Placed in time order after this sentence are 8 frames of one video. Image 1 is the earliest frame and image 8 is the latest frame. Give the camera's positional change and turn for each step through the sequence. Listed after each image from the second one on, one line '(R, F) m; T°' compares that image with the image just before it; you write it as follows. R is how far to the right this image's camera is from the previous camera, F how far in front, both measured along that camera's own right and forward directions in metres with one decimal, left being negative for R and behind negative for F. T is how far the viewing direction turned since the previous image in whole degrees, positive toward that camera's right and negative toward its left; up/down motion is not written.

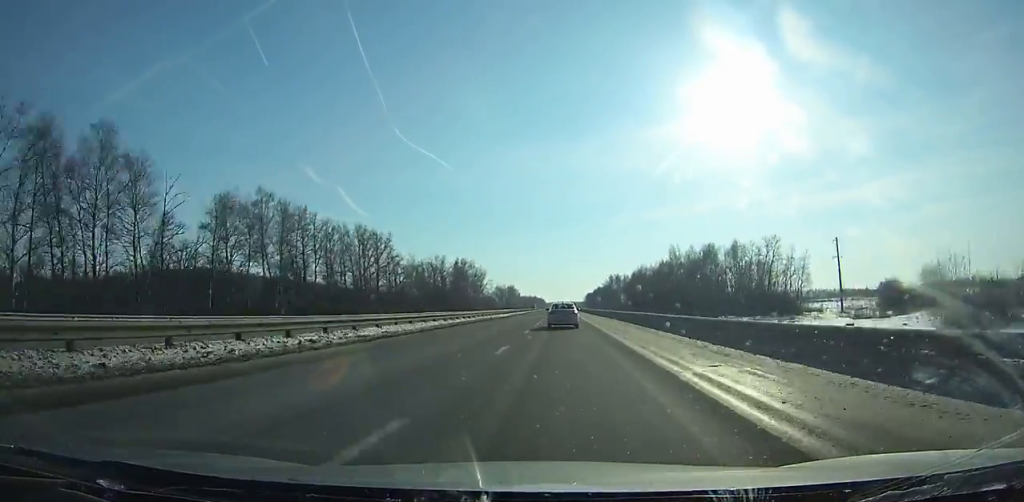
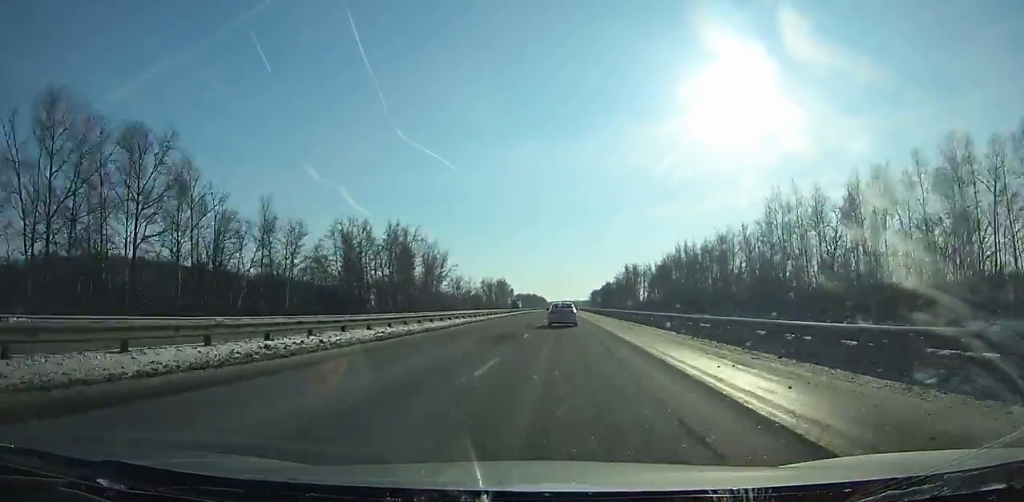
(-0.1, +77.2) m; 0°
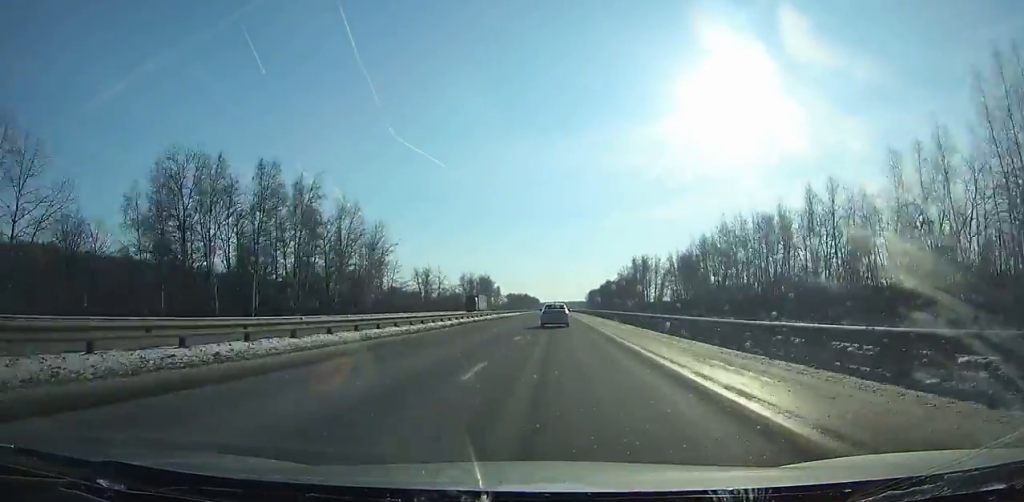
(0.0, +49.1) m; 0°
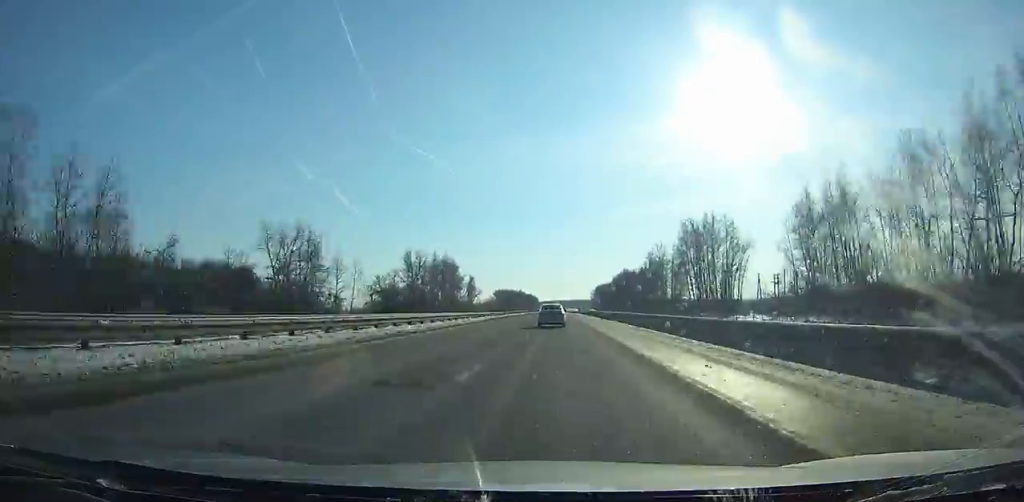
(+0.3, +97.0) m; 0°
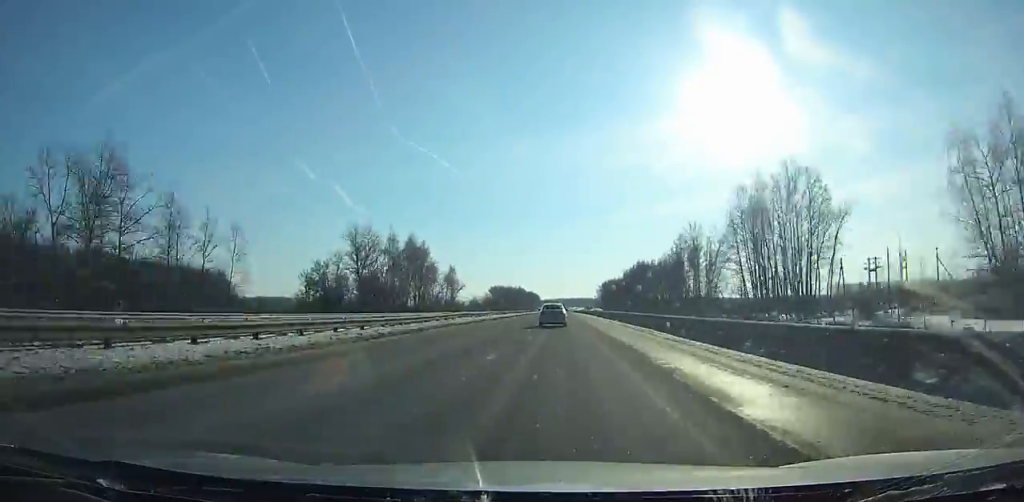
(0.0, +44.6) m; 0°
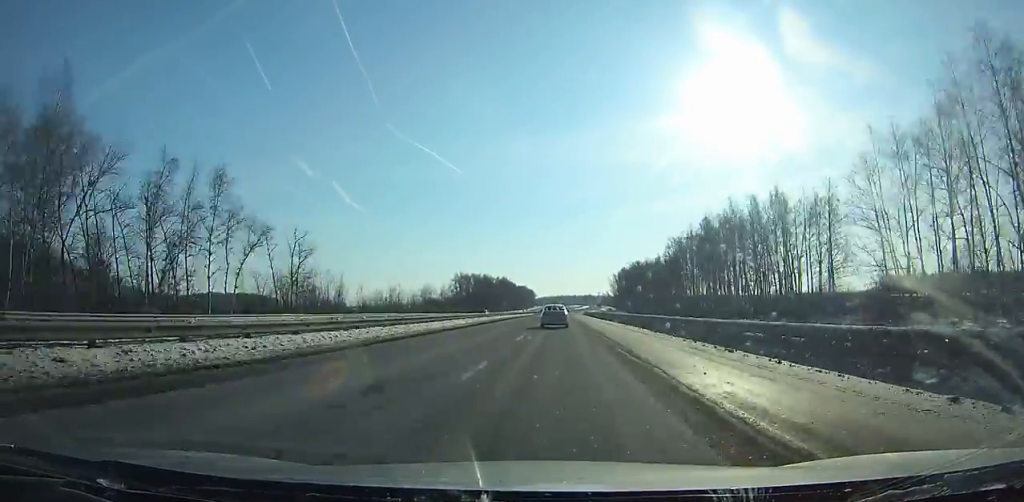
(+0.1, +123.1) m; 0°
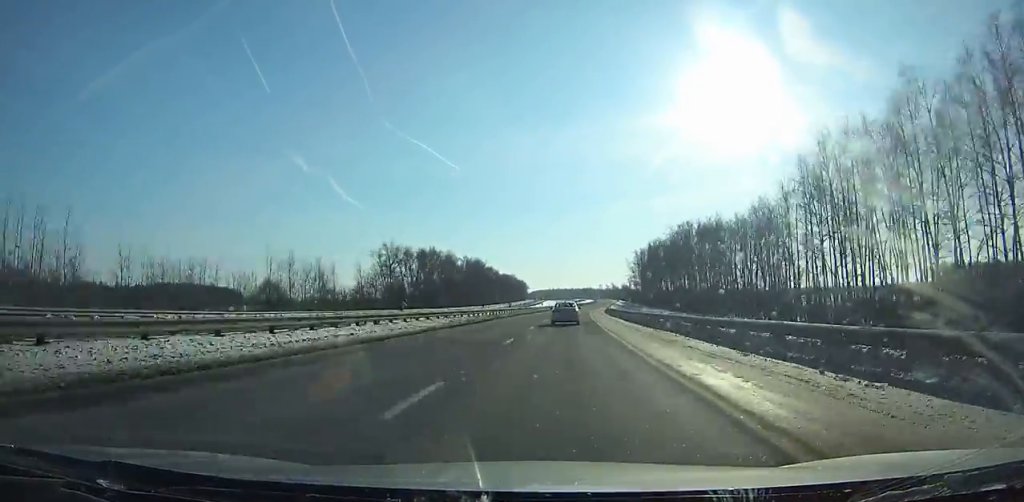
(+0.6, +99.6) m; +2°
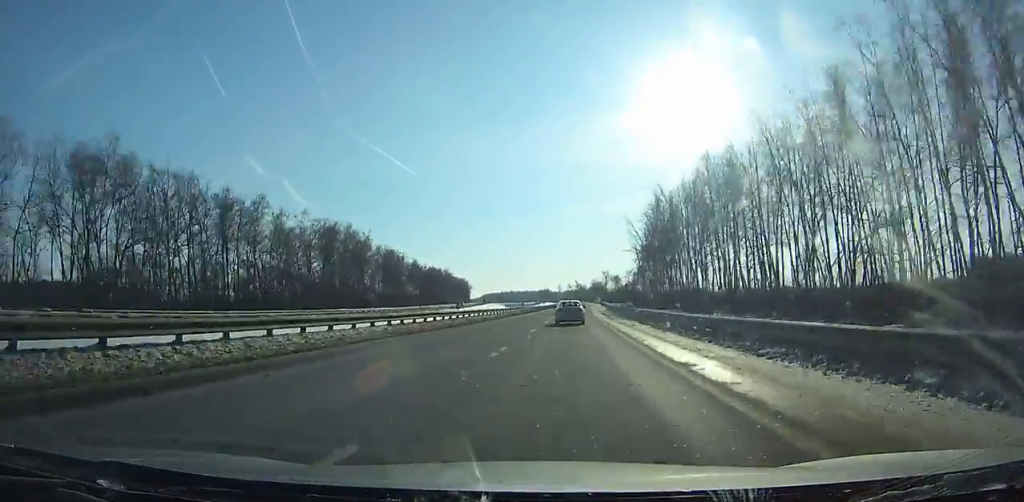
(+3.4, +111.2) m; +3°
